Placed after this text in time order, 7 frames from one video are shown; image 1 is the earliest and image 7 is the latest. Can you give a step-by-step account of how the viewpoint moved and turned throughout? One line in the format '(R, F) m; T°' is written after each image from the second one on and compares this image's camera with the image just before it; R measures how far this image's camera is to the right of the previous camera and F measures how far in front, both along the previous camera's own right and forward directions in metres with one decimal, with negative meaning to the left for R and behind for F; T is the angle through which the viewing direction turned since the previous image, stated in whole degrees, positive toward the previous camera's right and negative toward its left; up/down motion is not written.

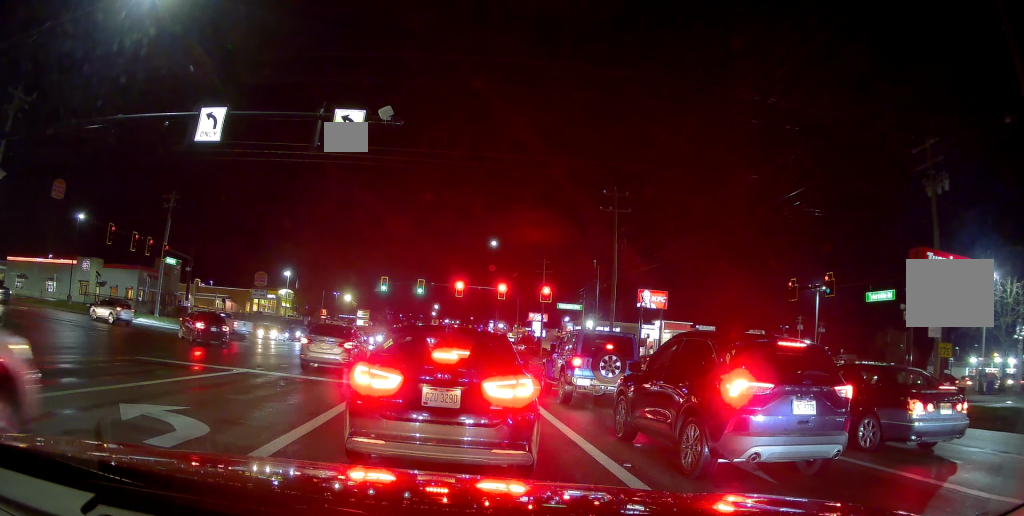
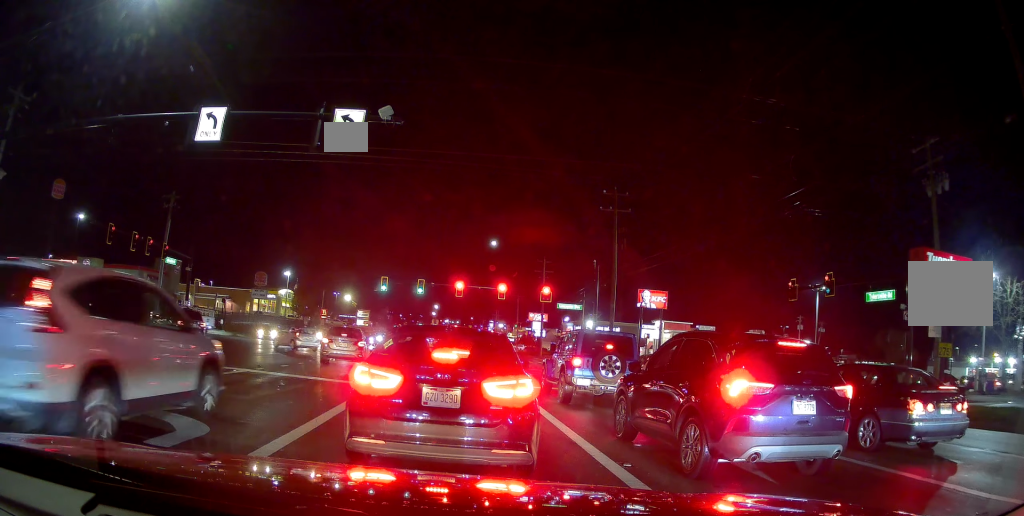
(0.0, 0.0) m; 0°
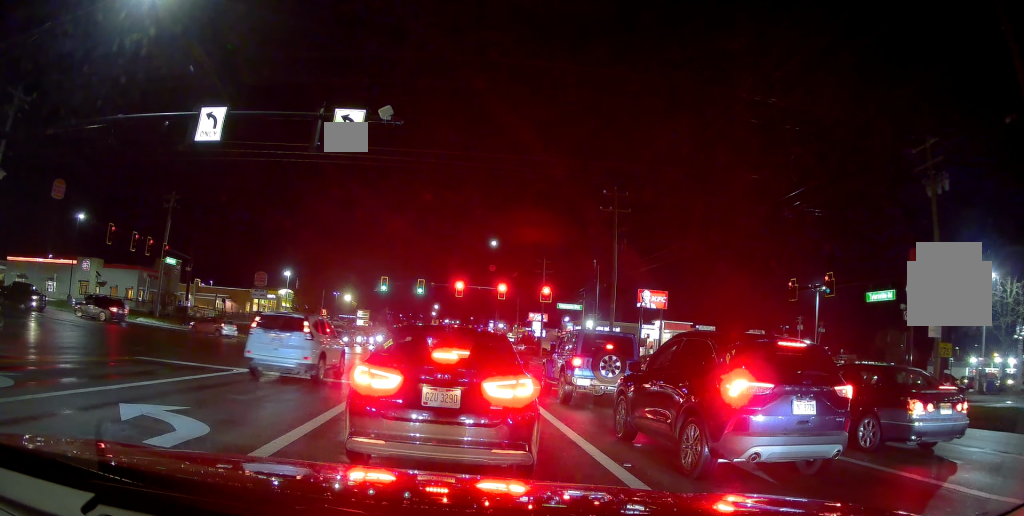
(-0.1, +0.3) m; 0°
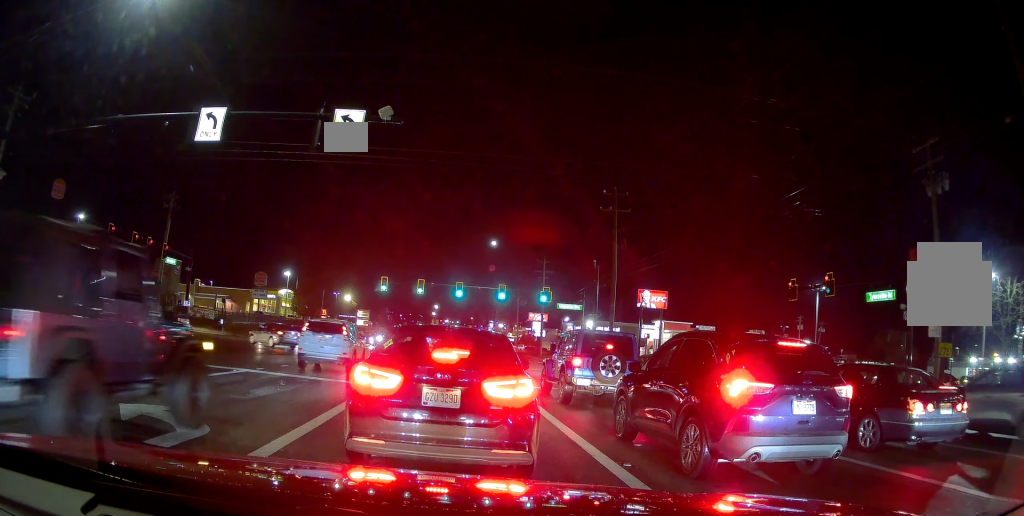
(0.0, 0.0) m; 0°
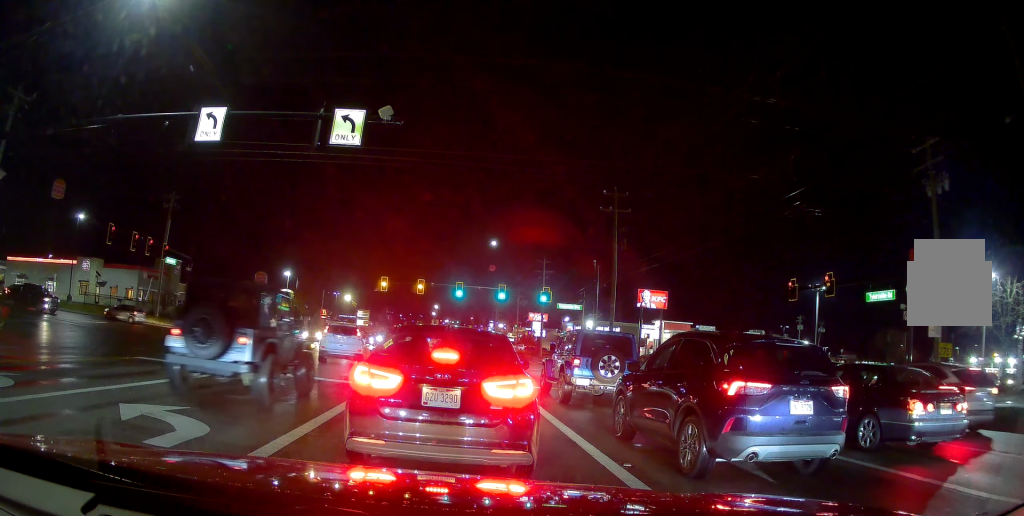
(0.0, 0.0) m; 0°
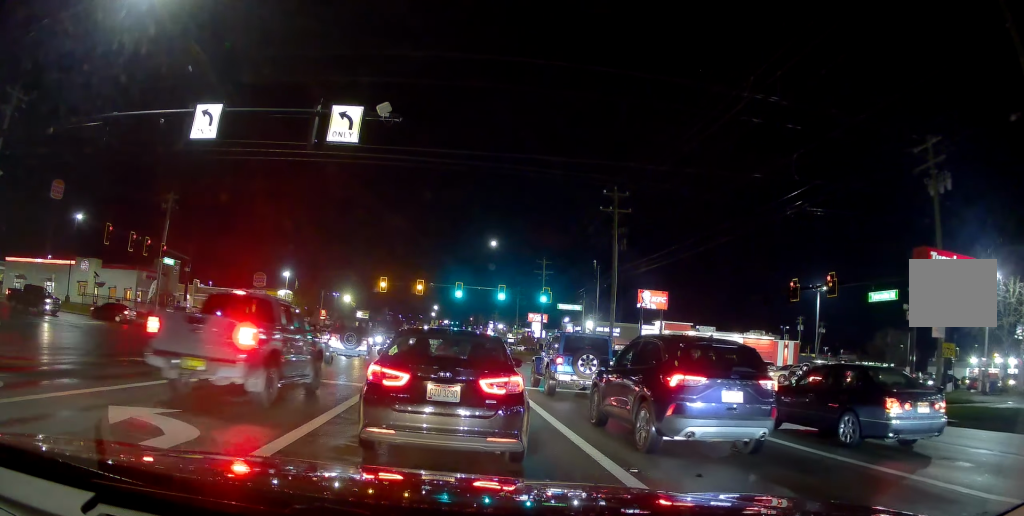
(-0.1, +0.8) m; 0°
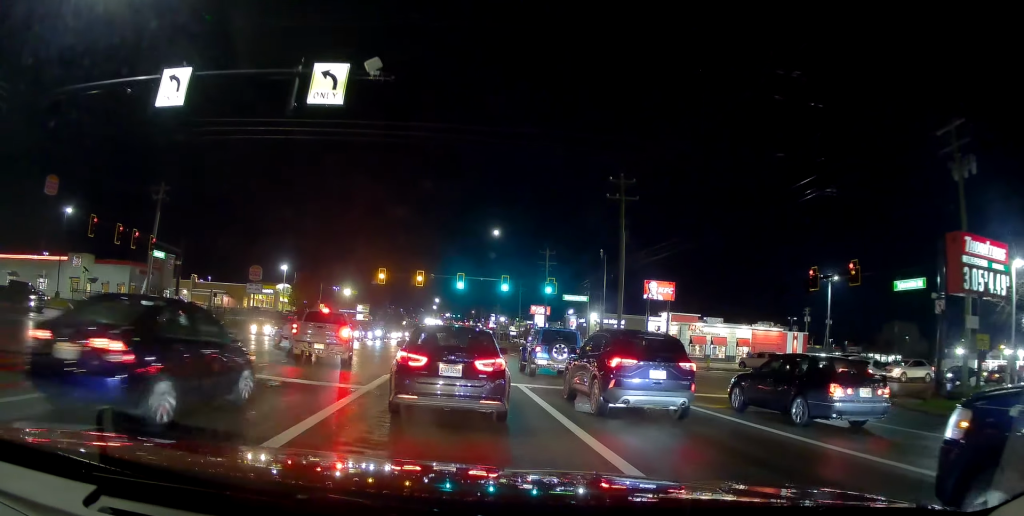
(0.0, +0.7) m; 0°
